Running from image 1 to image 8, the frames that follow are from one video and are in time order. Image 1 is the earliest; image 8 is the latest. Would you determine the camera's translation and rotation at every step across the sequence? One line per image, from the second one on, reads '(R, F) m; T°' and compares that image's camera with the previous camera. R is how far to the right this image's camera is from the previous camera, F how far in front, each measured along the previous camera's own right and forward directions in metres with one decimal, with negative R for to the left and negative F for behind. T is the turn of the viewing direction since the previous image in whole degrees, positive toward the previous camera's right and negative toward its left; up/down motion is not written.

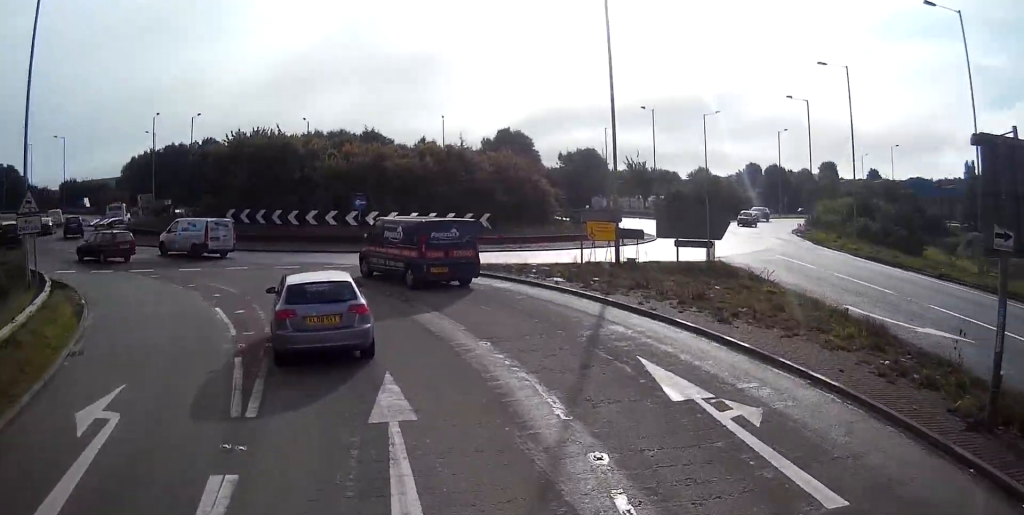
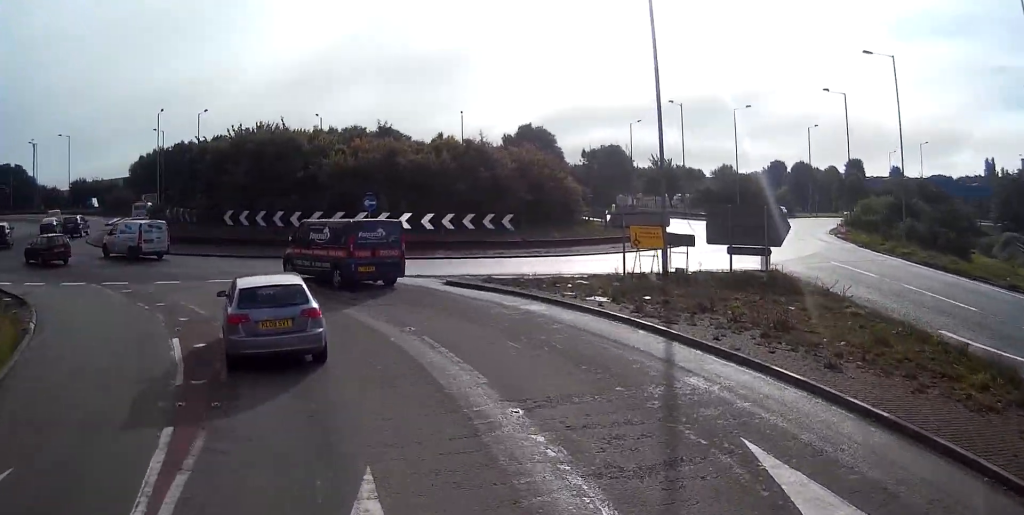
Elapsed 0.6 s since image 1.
(-0.1, +4.0) m; -4°
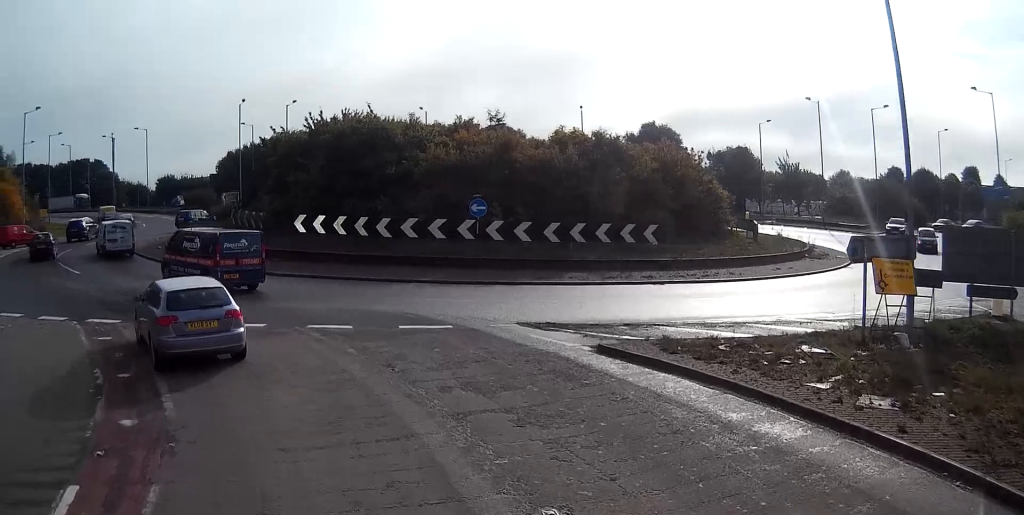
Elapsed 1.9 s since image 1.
(-1.1, +8.6) m; -12°
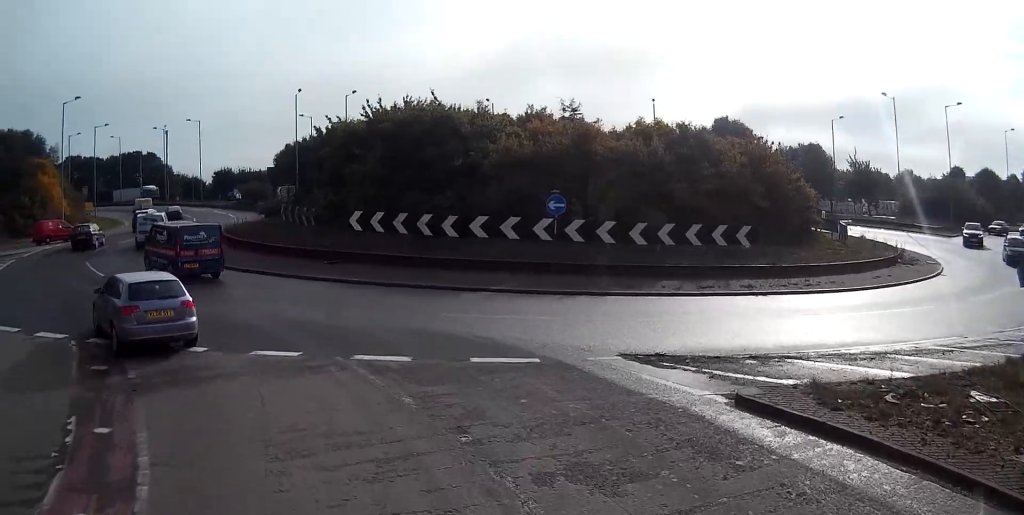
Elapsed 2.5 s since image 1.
(-0.2, +3.8) m; -5°
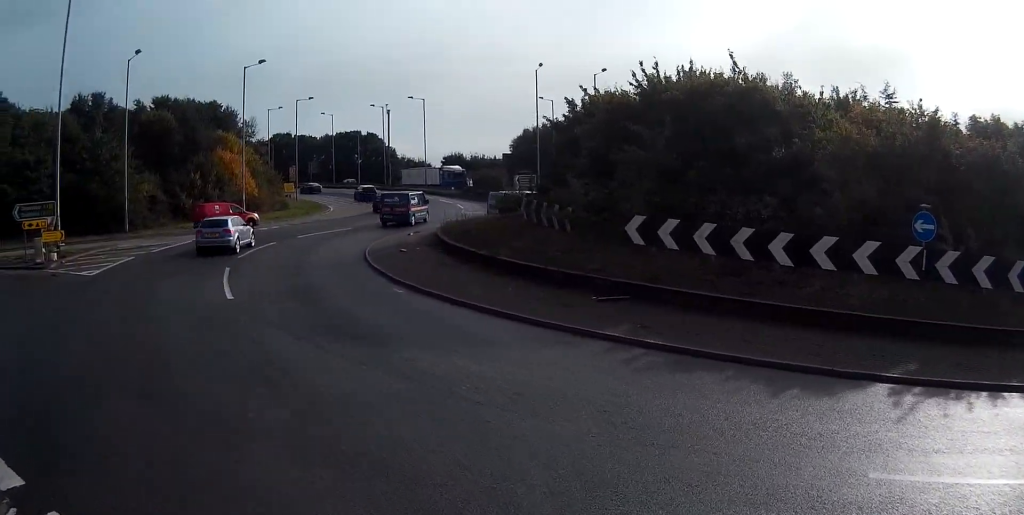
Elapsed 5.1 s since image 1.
(-2.4, +11.2) m; -26°
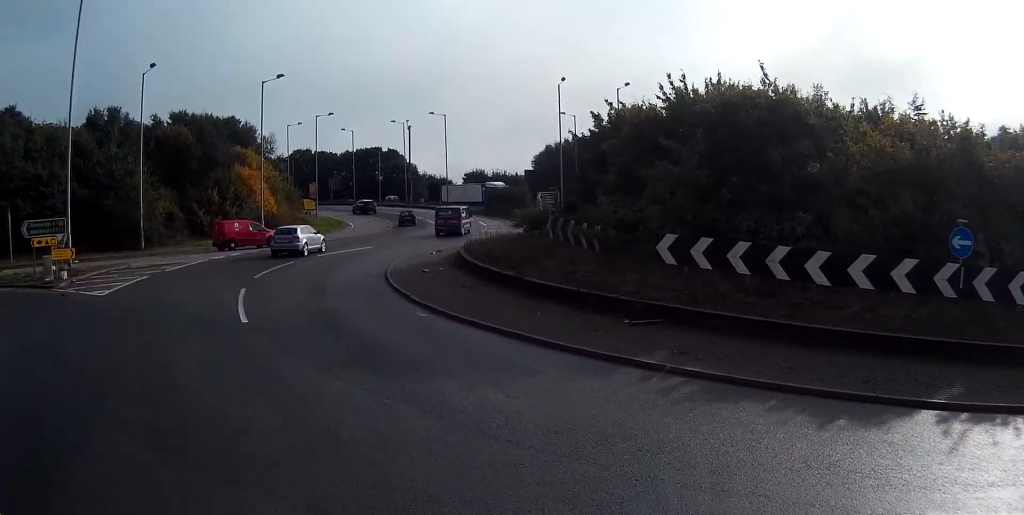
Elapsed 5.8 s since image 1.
(0.0, +1.1) m; -1°
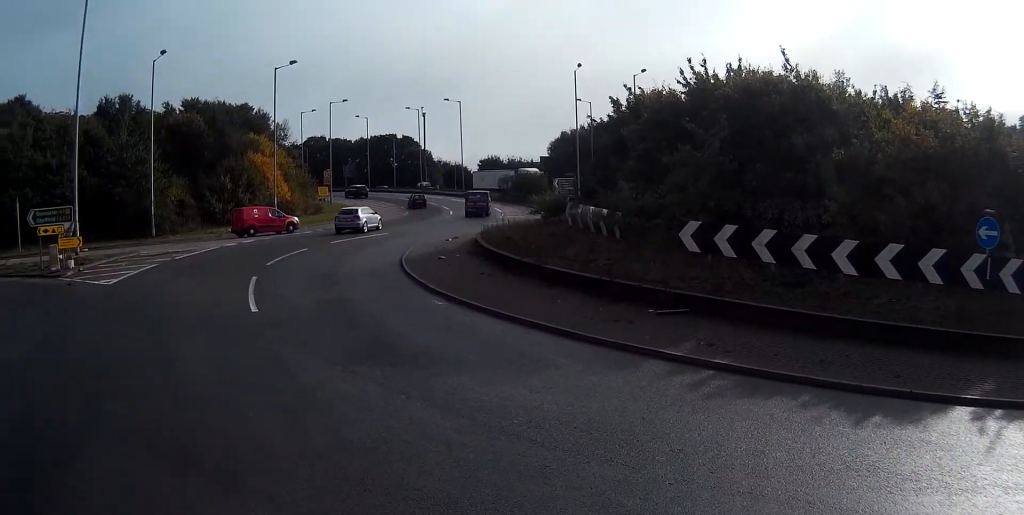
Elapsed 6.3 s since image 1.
(0.0, +0.6) m; 0°
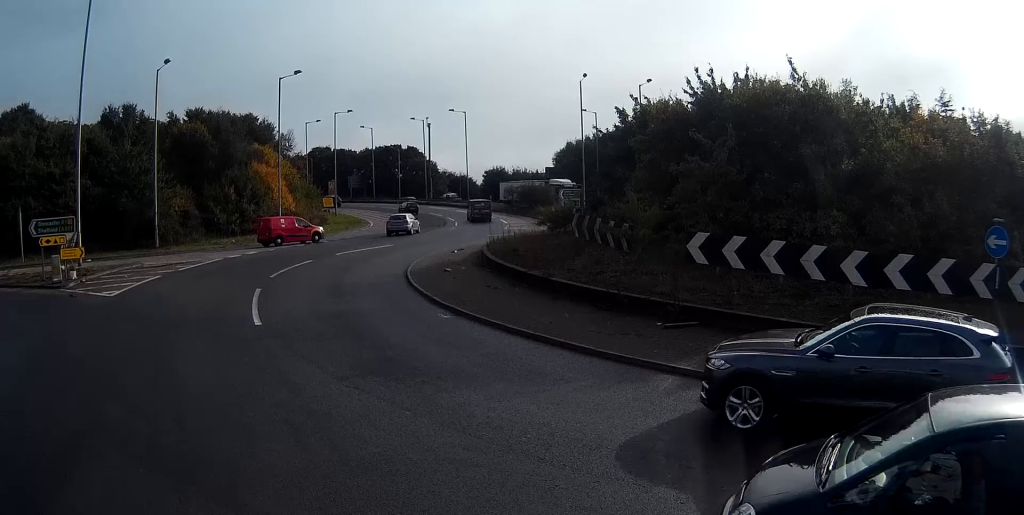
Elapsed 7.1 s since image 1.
(0.0, +0.3) m; 0°
